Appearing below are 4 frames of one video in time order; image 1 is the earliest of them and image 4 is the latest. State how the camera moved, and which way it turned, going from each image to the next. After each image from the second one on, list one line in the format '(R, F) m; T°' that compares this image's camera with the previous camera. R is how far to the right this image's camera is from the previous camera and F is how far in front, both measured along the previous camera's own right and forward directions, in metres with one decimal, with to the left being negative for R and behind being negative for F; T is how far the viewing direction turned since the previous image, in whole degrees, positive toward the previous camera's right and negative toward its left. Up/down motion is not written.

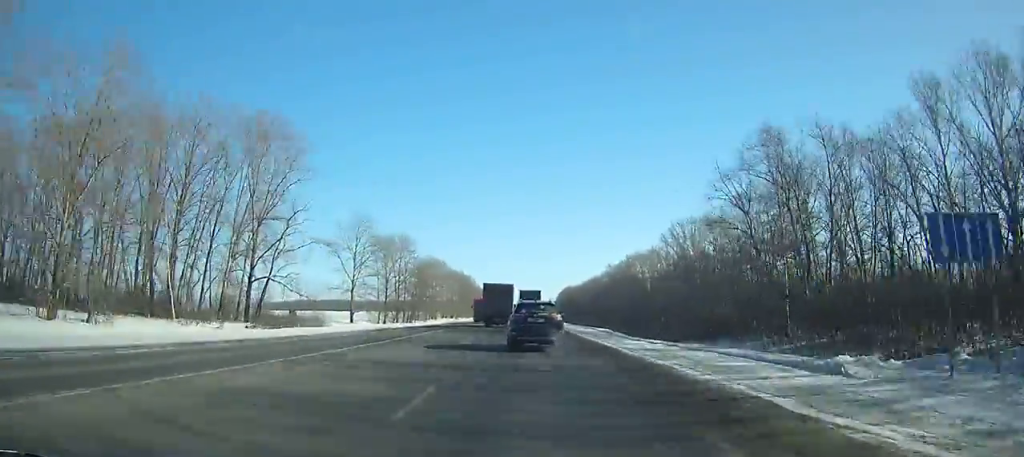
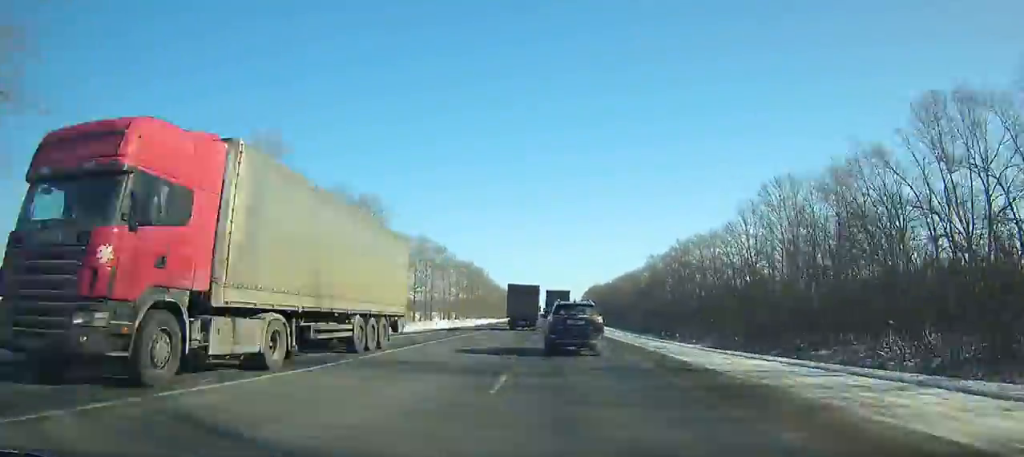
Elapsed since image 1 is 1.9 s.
(+0.1, +43.4) m; 0°
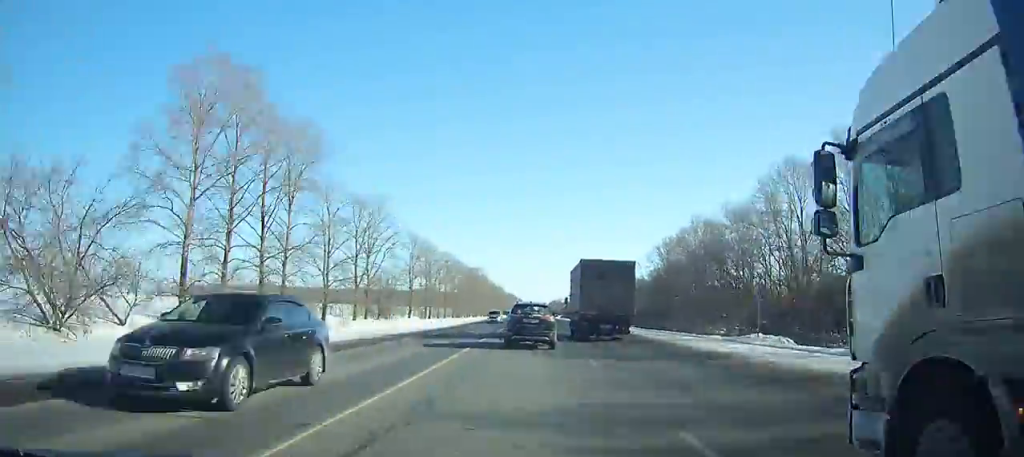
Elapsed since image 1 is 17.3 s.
(+2.6, +376.9) m; 0°
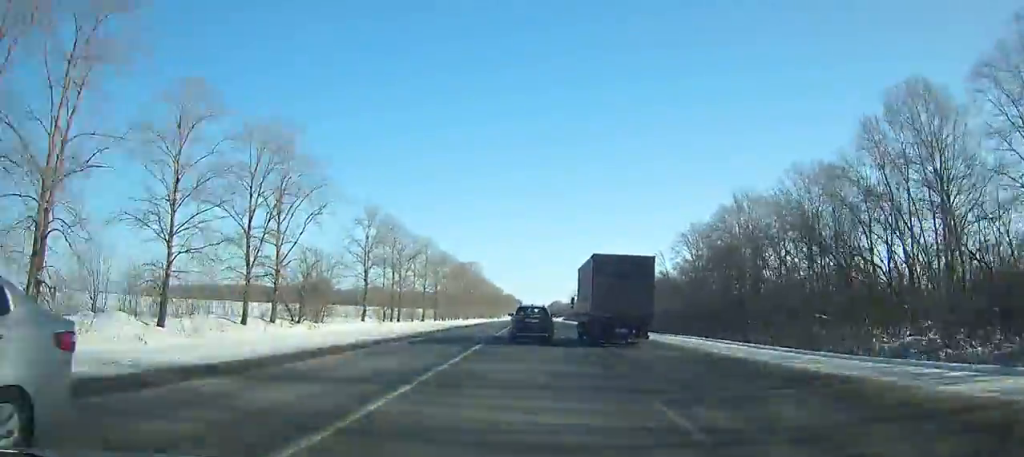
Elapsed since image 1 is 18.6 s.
(-0.1, +34.7) m; 0°
